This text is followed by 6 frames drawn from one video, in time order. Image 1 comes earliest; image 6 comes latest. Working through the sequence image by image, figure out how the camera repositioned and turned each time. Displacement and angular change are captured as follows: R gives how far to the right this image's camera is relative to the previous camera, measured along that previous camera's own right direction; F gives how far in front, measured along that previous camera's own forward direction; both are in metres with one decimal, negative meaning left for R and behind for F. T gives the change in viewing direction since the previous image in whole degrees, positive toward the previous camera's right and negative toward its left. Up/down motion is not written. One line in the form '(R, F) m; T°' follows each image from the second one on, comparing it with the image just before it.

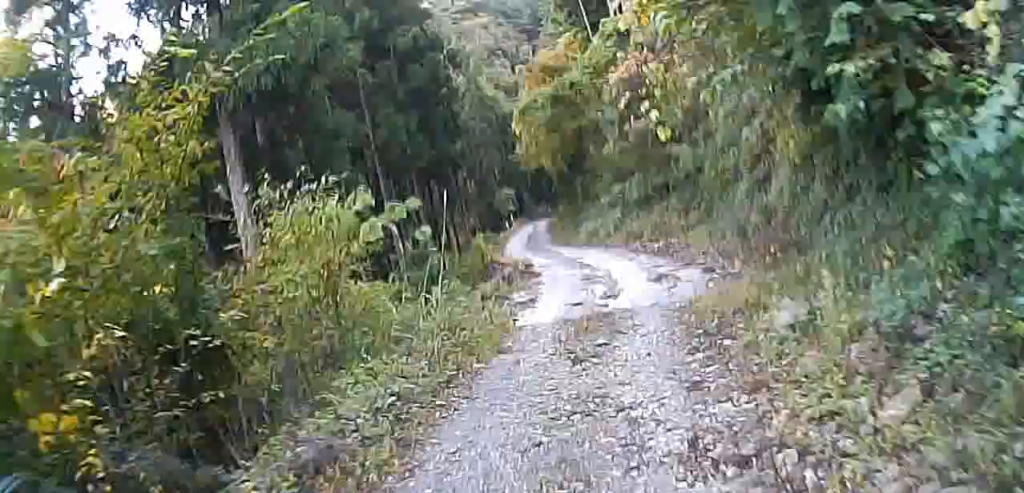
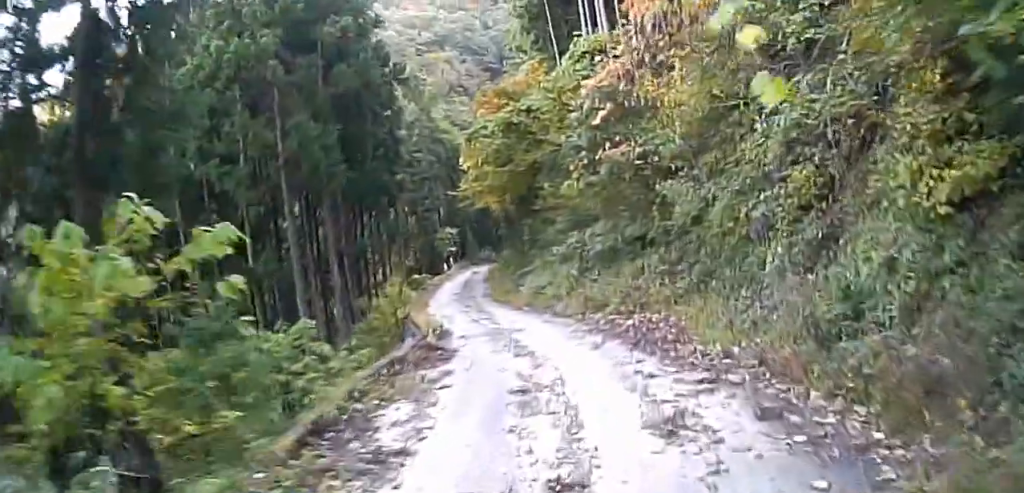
(+1.2, +5.4) m; +24°
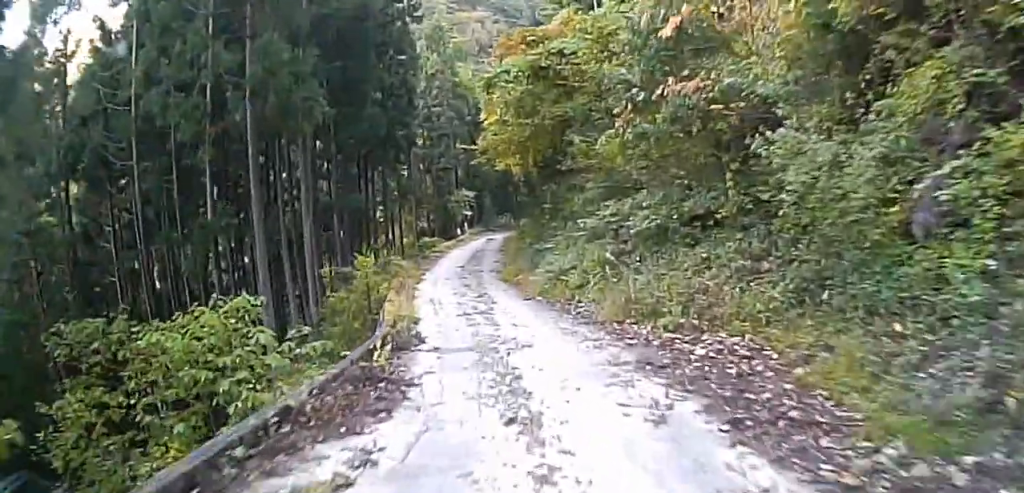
(-0.1, +4.7) m; +3°
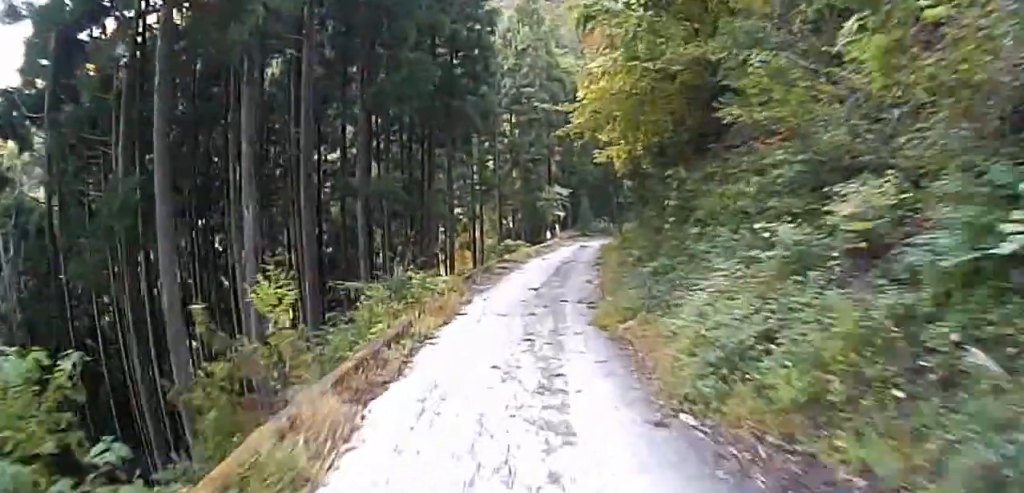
(+0.9, +8.5) m; -12°
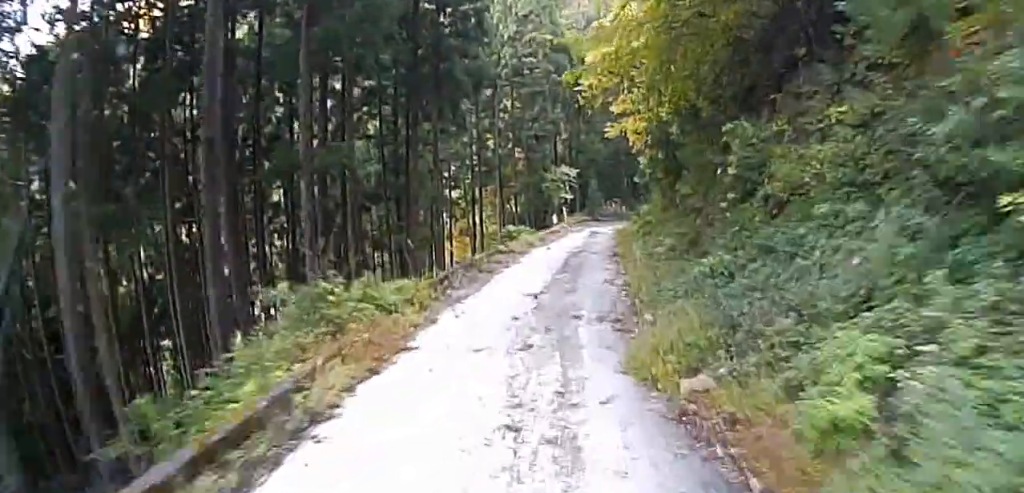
(-1.1, +5.0) m; -6°
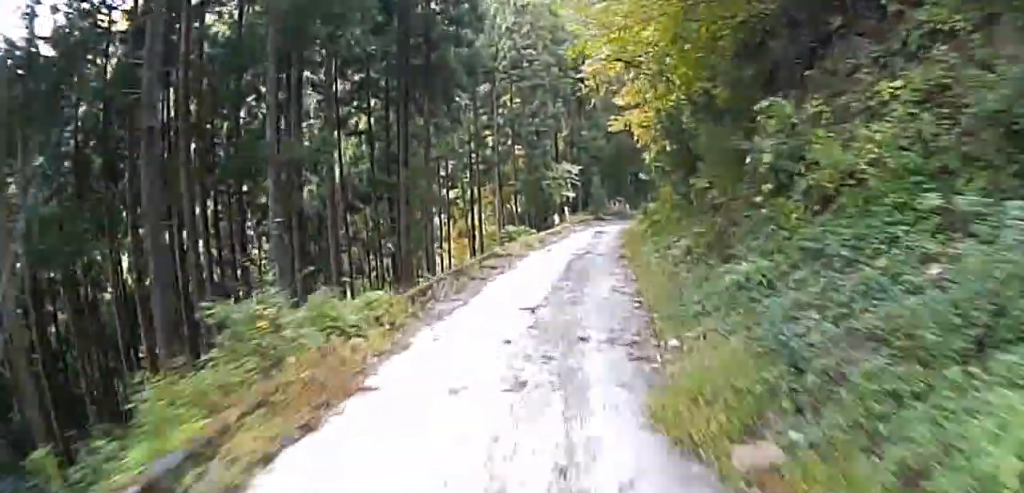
(-0.1, +1.9) m; +7°
